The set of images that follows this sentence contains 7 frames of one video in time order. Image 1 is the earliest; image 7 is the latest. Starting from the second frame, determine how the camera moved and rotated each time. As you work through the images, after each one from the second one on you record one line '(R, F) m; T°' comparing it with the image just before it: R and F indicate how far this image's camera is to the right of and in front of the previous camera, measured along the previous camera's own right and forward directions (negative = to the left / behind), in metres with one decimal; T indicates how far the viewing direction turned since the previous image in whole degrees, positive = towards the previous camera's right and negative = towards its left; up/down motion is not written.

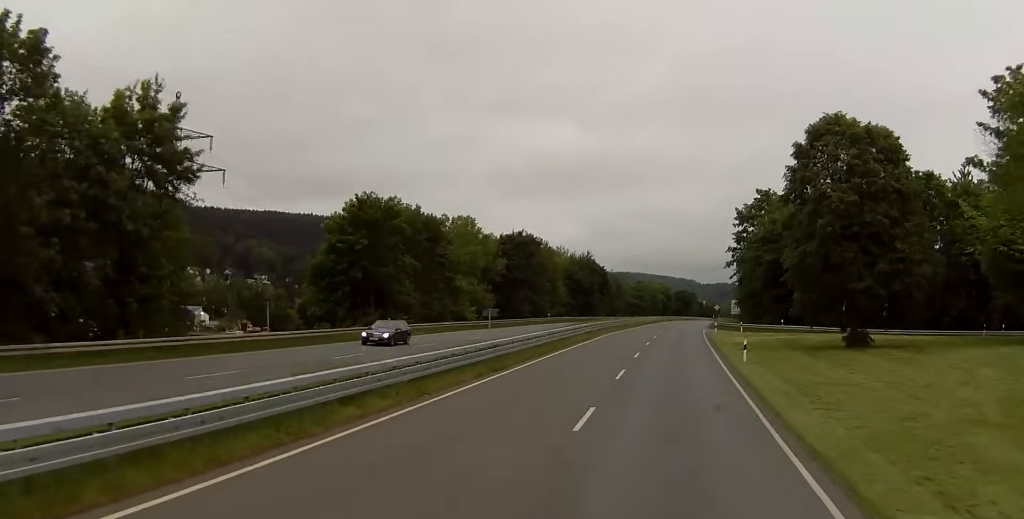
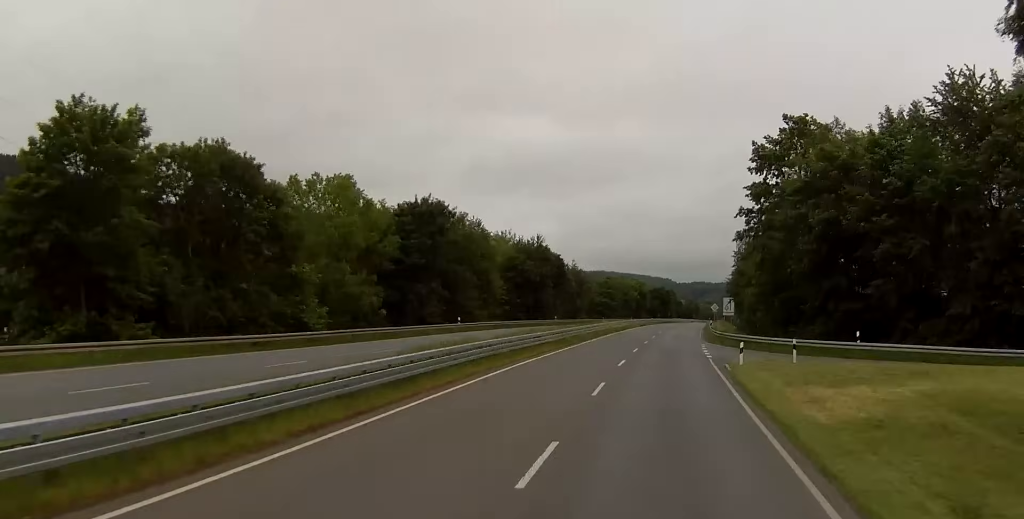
(+1.1, +41.3) m; +2°
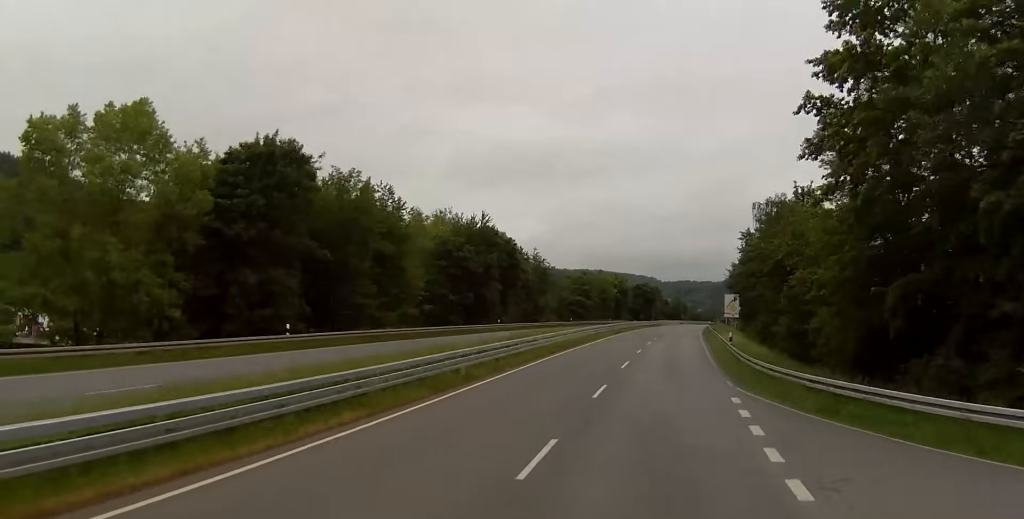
(-0.3, +34.8) m; +1°
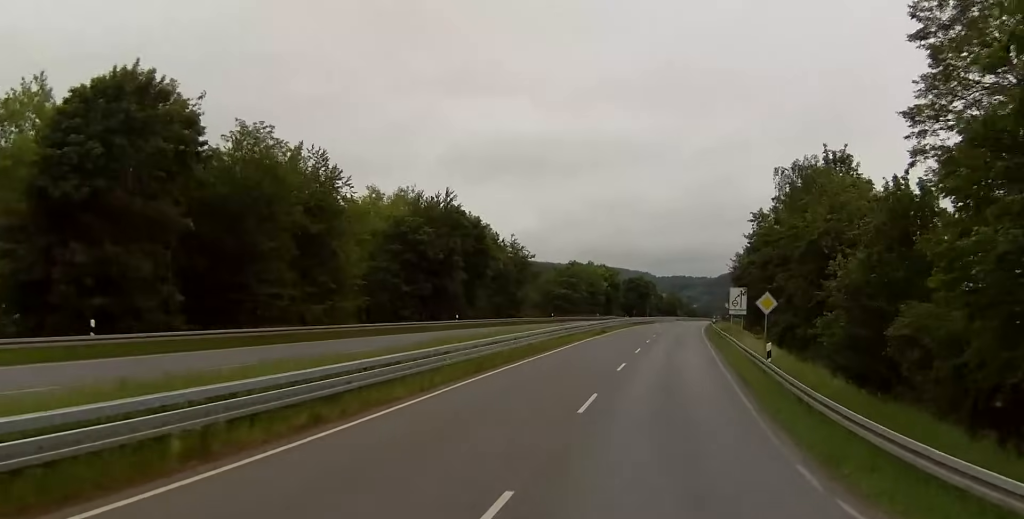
(+0.2, +17.0) m; +1°
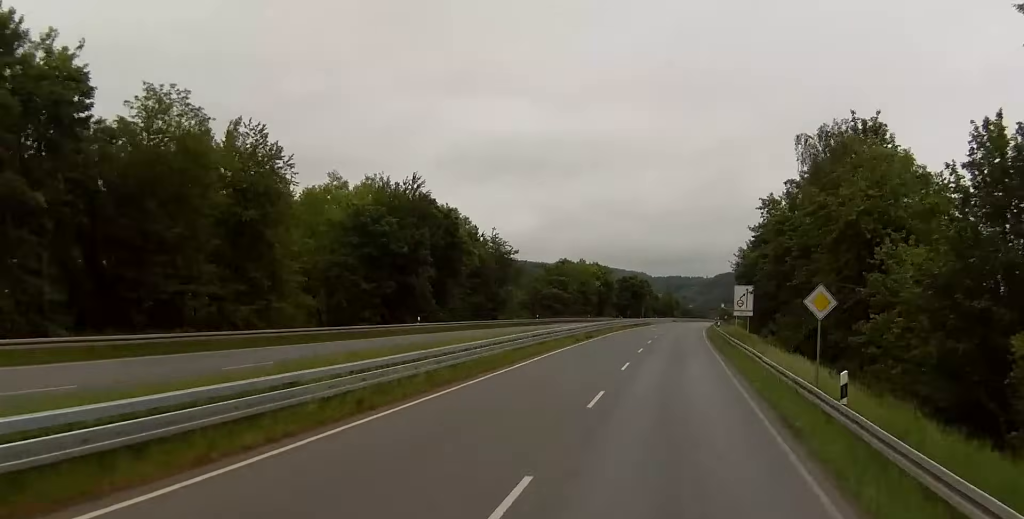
(0.0, +11.2) m; 0°
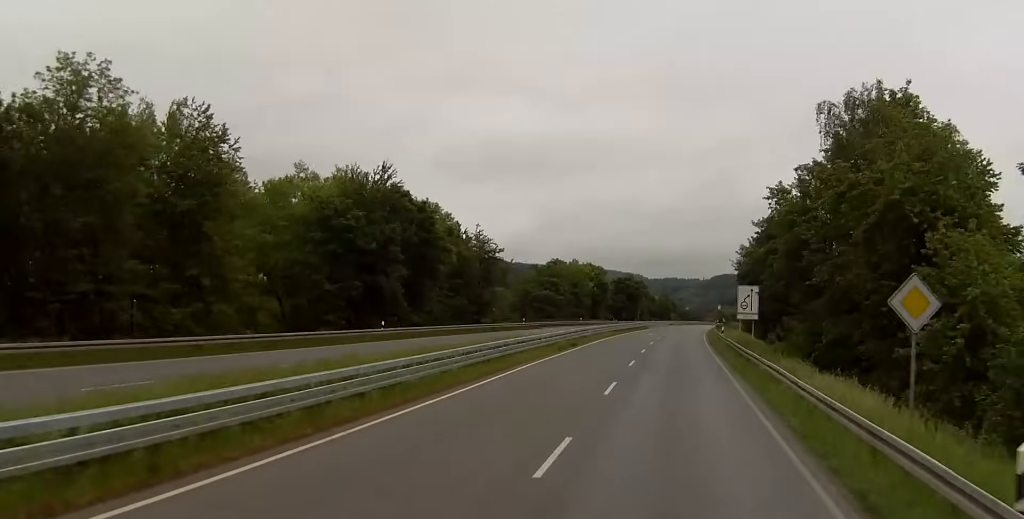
(0.0, +7.9) m; 0°
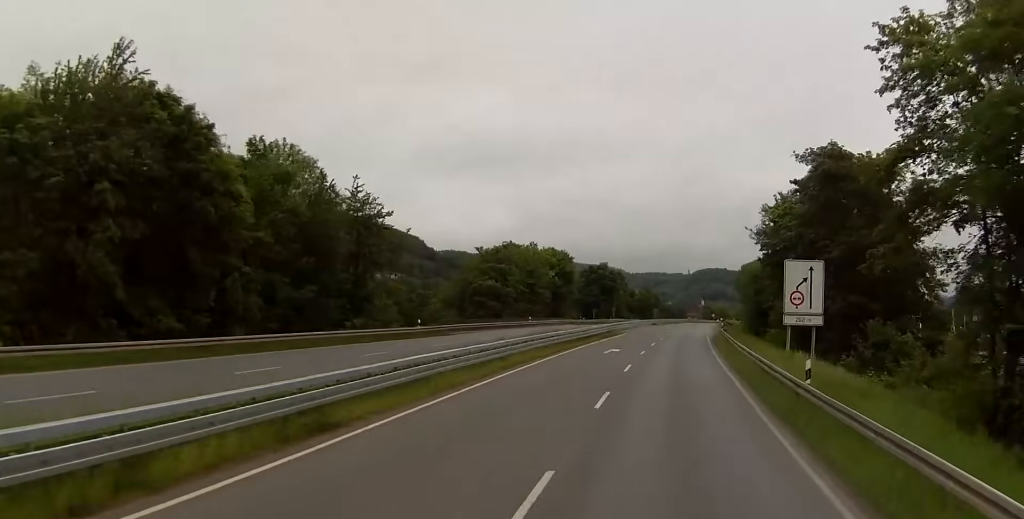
(-0.2, +38.4) m; +1°
